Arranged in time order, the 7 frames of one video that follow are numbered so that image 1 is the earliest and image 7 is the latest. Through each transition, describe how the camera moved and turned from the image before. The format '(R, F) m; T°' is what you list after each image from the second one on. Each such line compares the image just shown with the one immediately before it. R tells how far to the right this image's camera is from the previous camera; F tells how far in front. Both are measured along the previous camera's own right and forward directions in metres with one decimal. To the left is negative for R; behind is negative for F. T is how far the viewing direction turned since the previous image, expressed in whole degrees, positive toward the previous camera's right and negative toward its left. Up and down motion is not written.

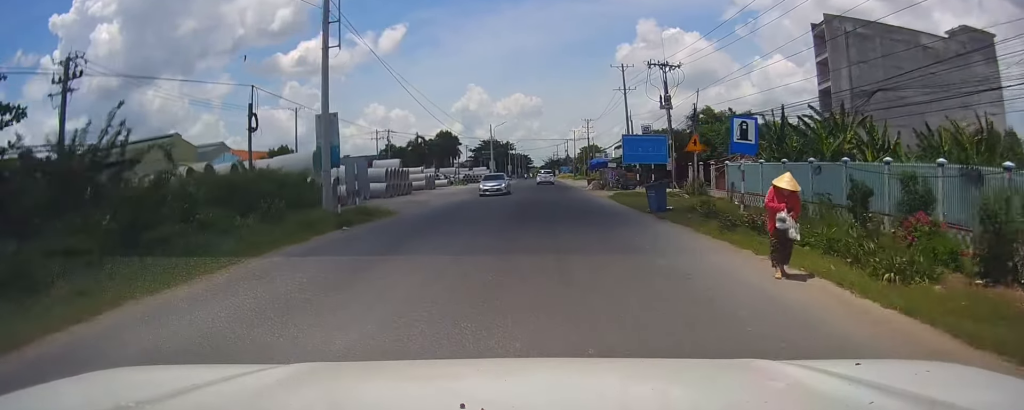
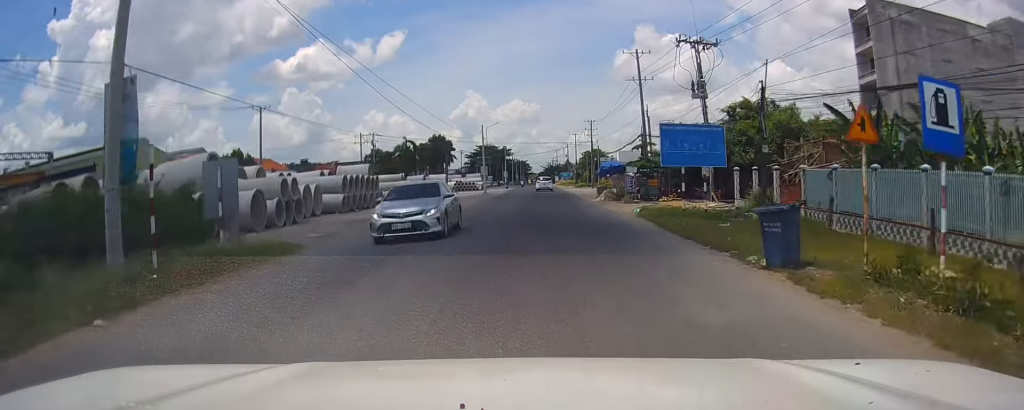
(+0.1, +11.3) m; +1°
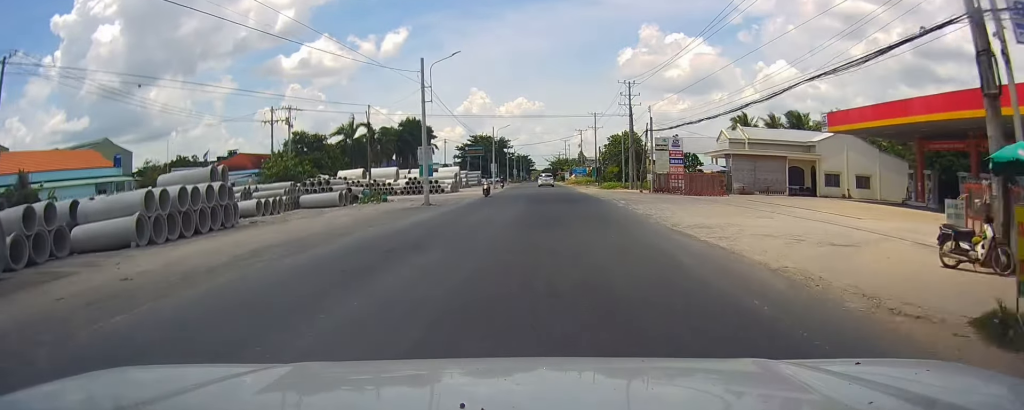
(-0.5, +44.7) m; -1°
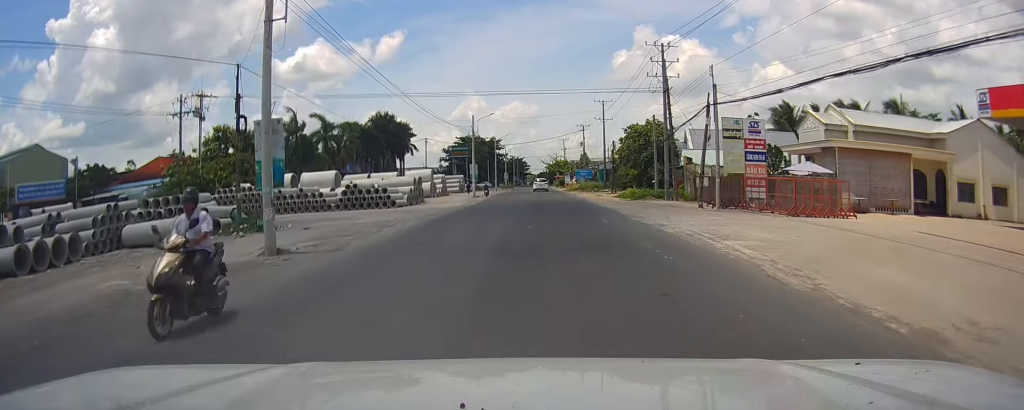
(+0.1, +21.5) m; 0°
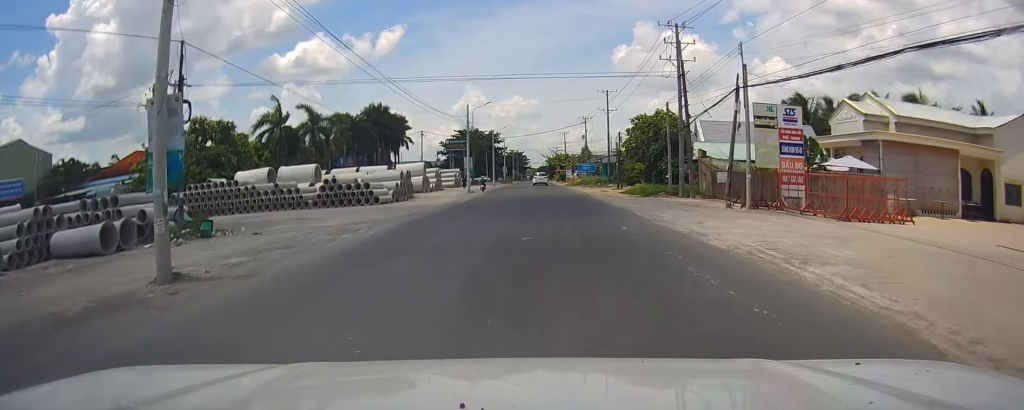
(+0.2, +5.1) m; 0°
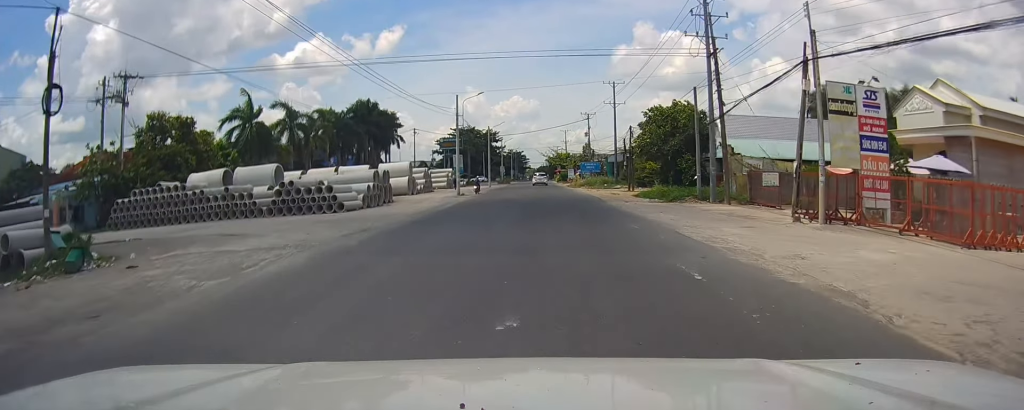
(-0.5, +8.3) m; 0°
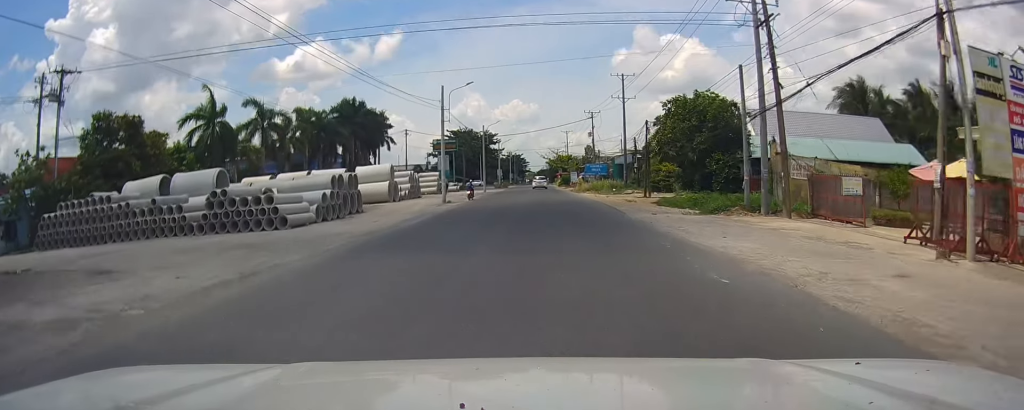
(0.0, +8.2) m; +1°
